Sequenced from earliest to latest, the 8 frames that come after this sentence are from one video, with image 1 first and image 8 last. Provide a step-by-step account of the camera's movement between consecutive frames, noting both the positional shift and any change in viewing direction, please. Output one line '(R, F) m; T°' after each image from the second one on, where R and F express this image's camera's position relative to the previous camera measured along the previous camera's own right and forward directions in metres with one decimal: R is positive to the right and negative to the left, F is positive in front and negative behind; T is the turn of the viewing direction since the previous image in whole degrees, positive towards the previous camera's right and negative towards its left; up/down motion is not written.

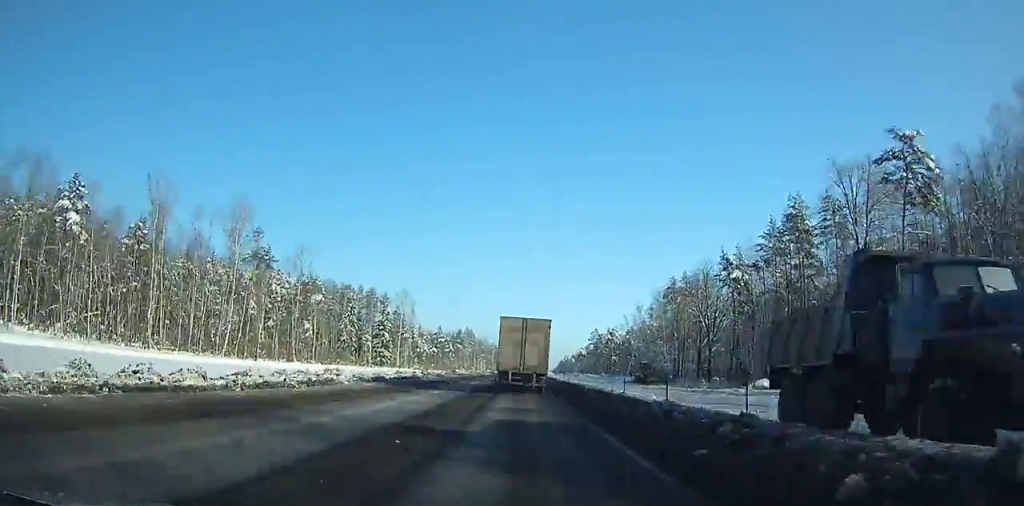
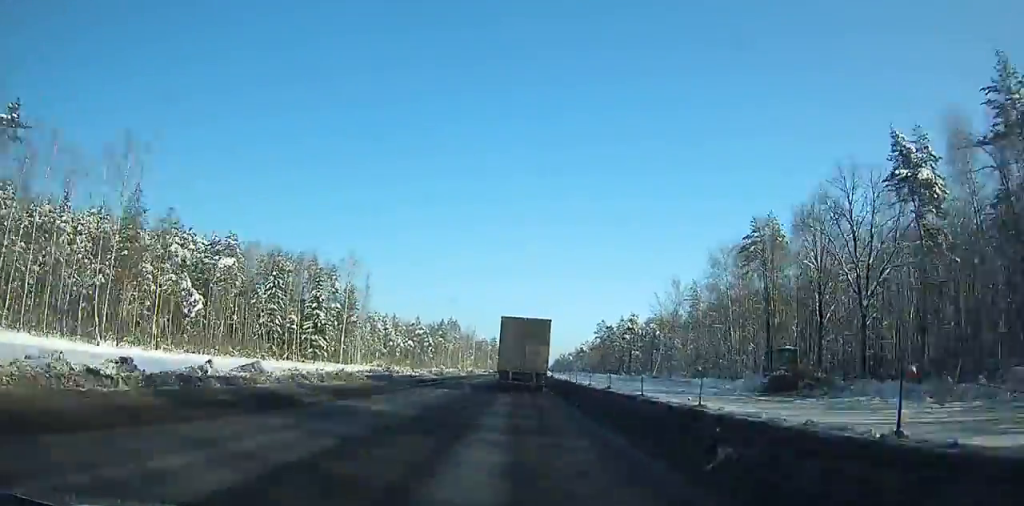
(-0.4, +49.0) m; +1°
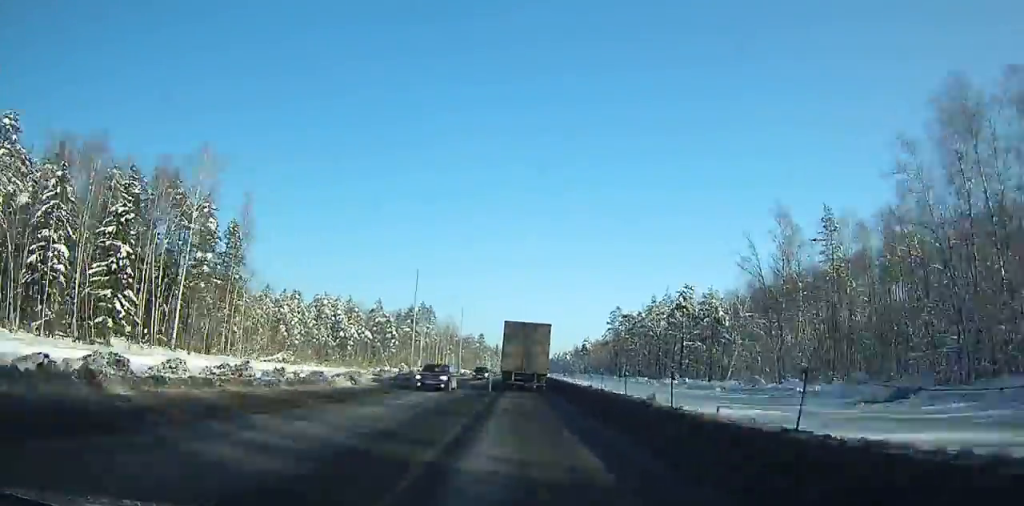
(+0.3, +59.7) m; -1°
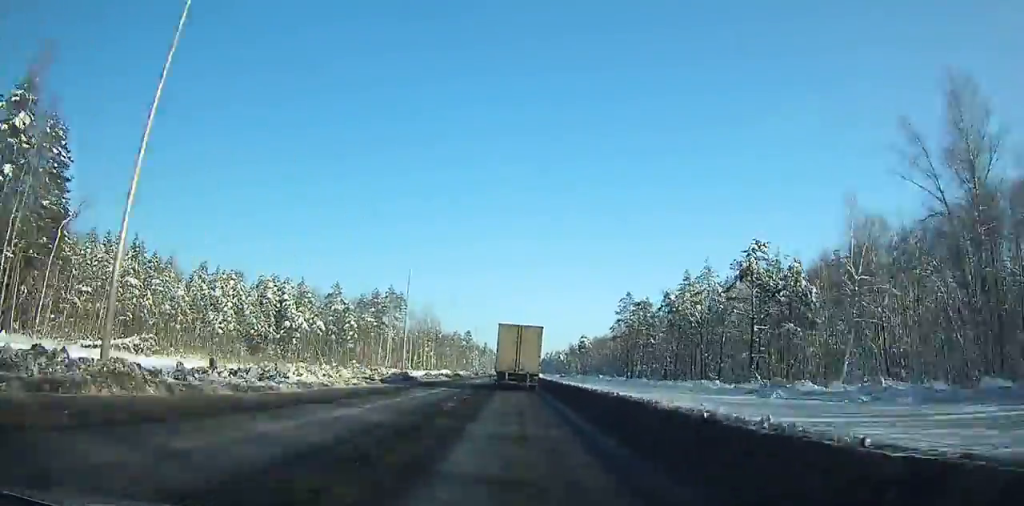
(-0.3, +37.4) m; +1°
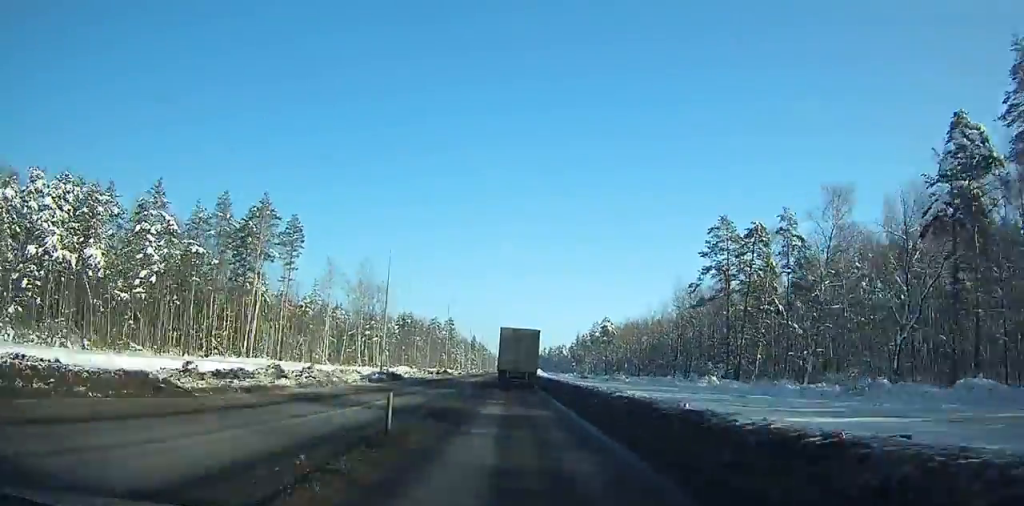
(+3.5, +86.0) m; +3°
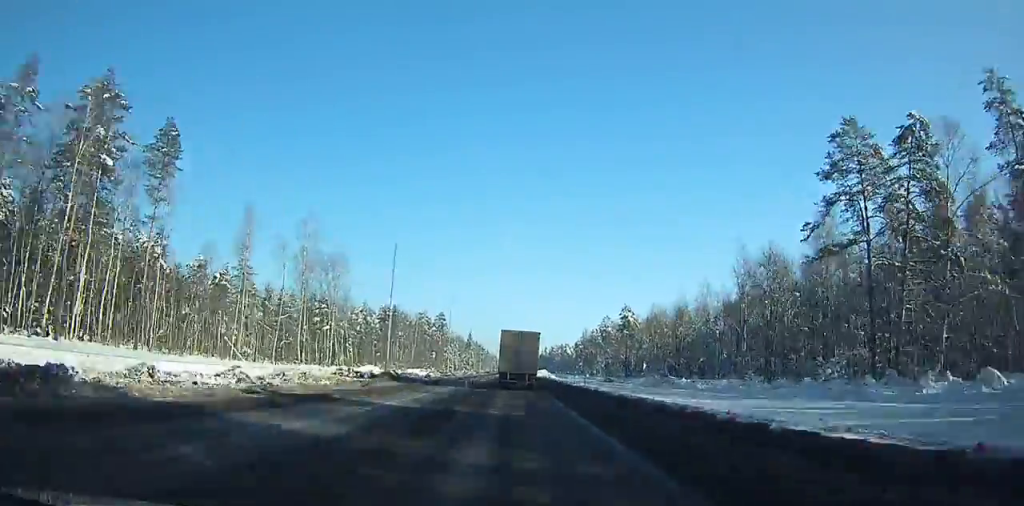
(+1.2, +37.4) m; -3°
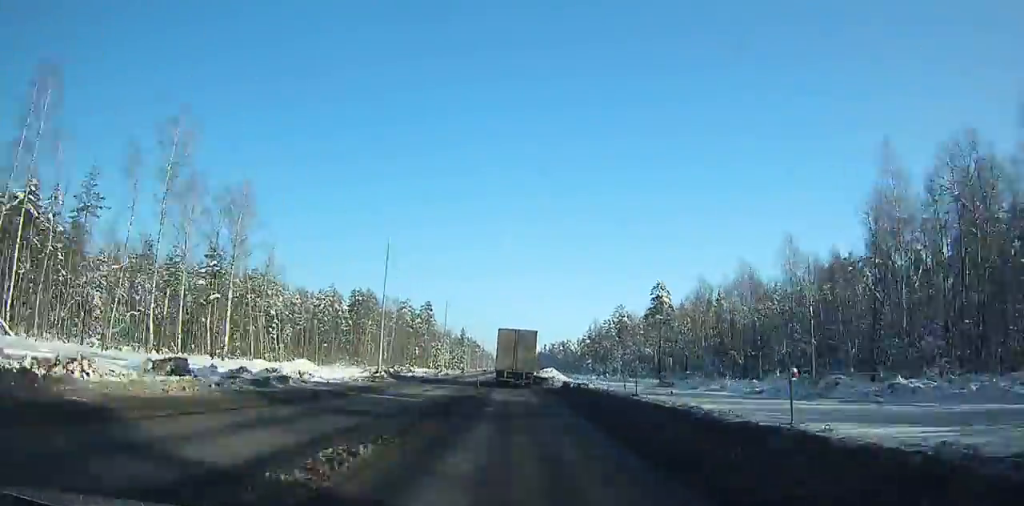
(-2.6, +39.2) m; 0°
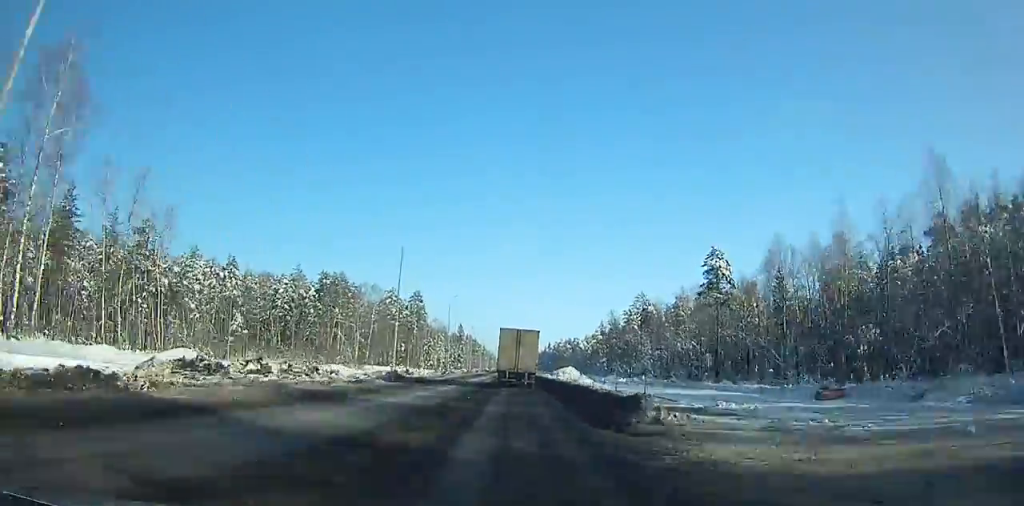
(-0.1, +33.8) m; +1°
